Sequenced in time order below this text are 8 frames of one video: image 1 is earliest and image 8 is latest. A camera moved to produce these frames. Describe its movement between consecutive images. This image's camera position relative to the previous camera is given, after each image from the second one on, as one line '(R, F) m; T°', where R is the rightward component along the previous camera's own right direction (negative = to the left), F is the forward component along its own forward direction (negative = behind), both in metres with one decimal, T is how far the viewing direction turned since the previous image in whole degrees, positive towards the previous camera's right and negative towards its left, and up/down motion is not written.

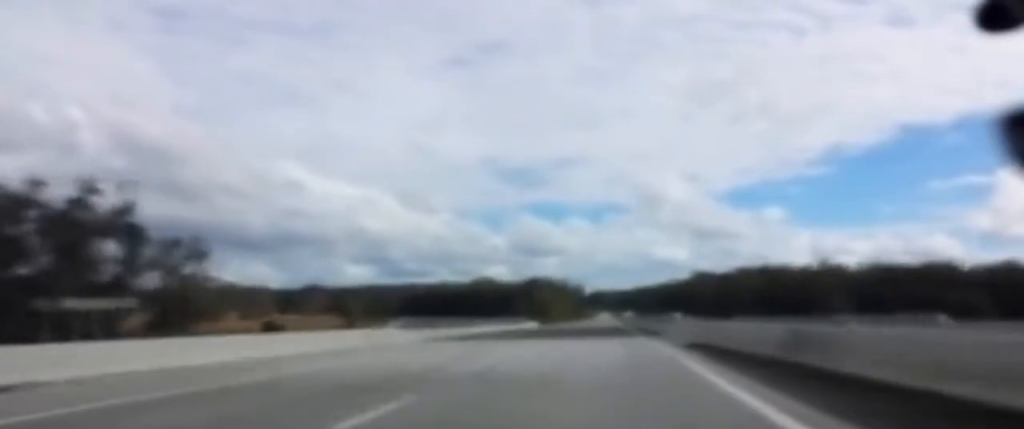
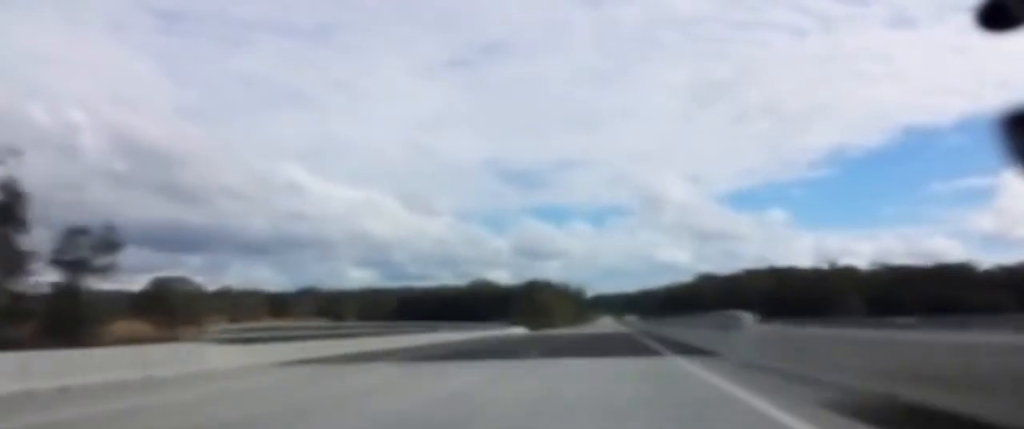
(-0.1, +18.5) m; 0°
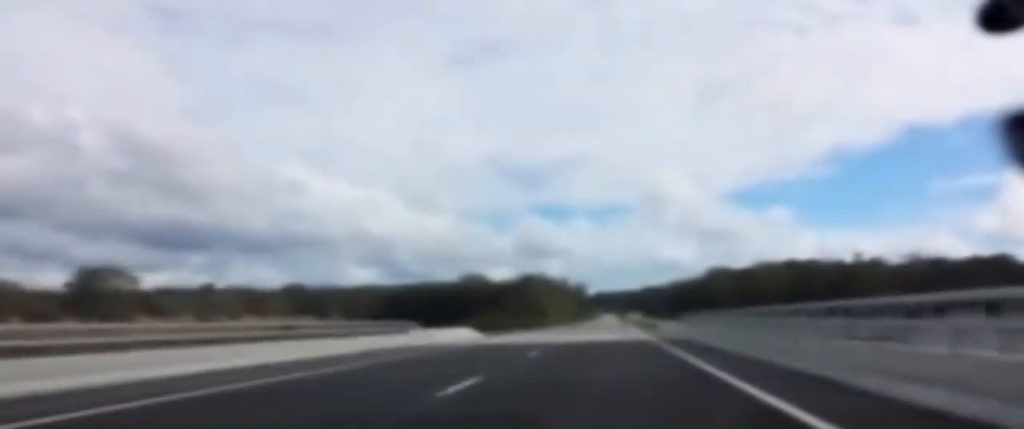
(-0.1, +39.0) m; 0°
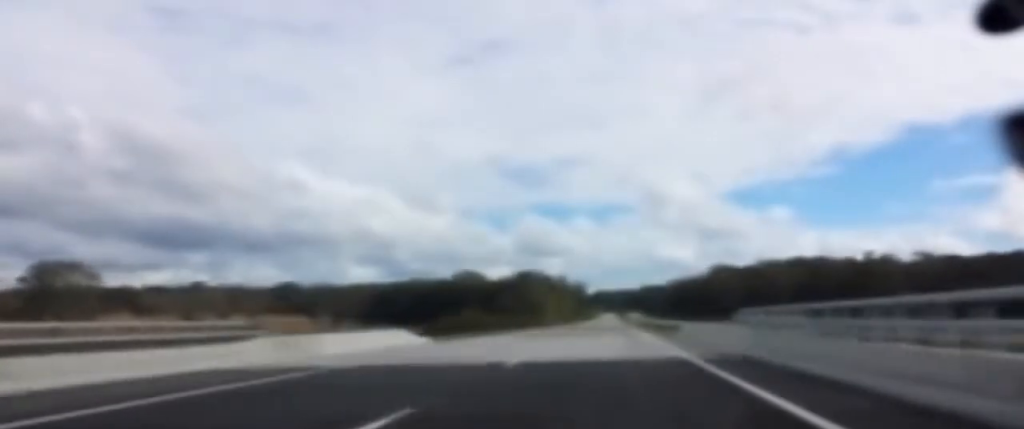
(0.0, +18.4) m; 0°
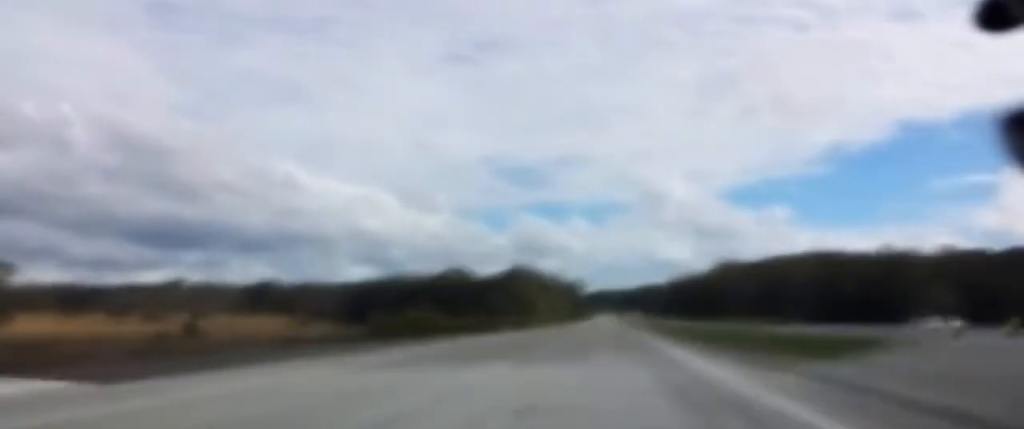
(+0.1, +29.5) m; +1°
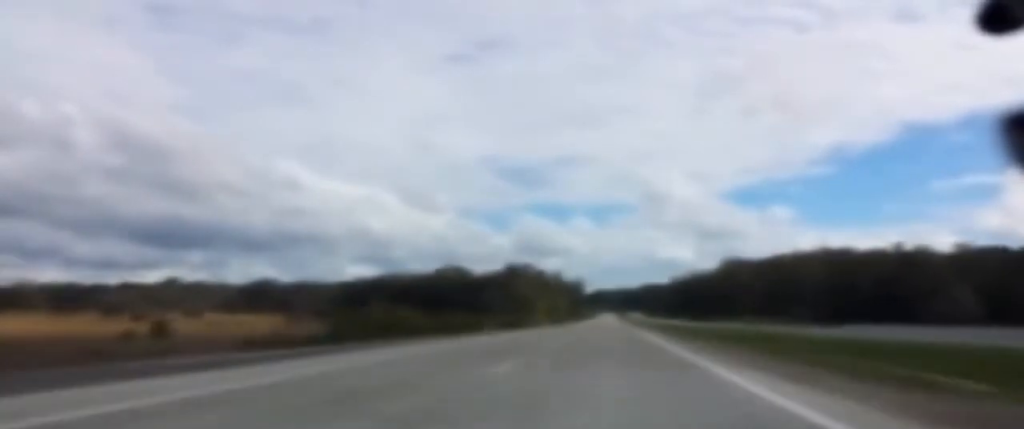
(+0.1, +13.2) m; 0°
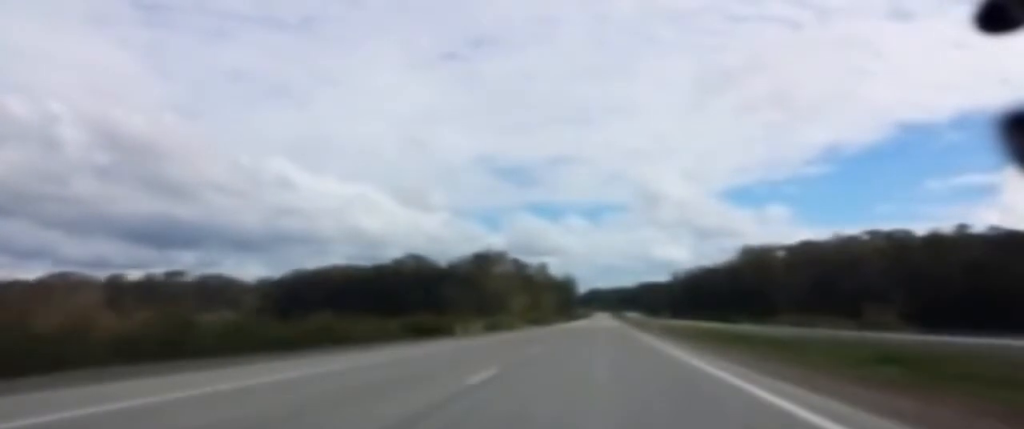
(-0.3, +71.1) m; 0°
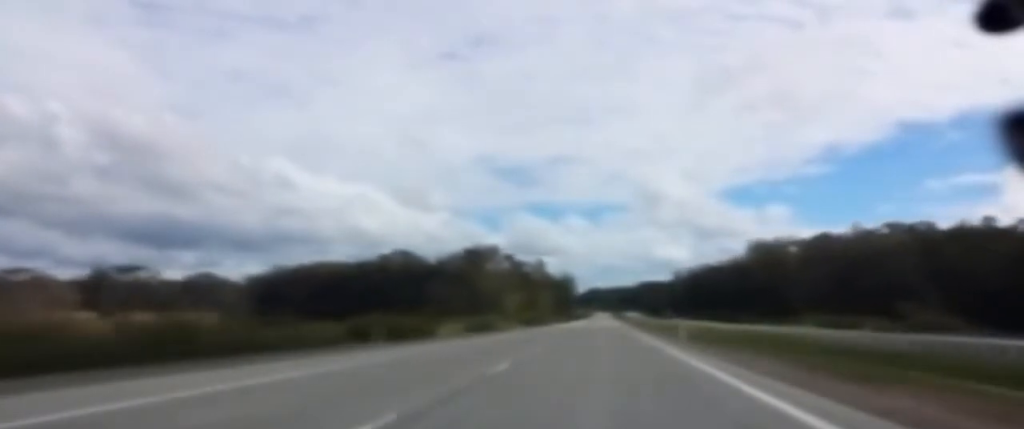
(-0.1, +19.2) m; 0°
